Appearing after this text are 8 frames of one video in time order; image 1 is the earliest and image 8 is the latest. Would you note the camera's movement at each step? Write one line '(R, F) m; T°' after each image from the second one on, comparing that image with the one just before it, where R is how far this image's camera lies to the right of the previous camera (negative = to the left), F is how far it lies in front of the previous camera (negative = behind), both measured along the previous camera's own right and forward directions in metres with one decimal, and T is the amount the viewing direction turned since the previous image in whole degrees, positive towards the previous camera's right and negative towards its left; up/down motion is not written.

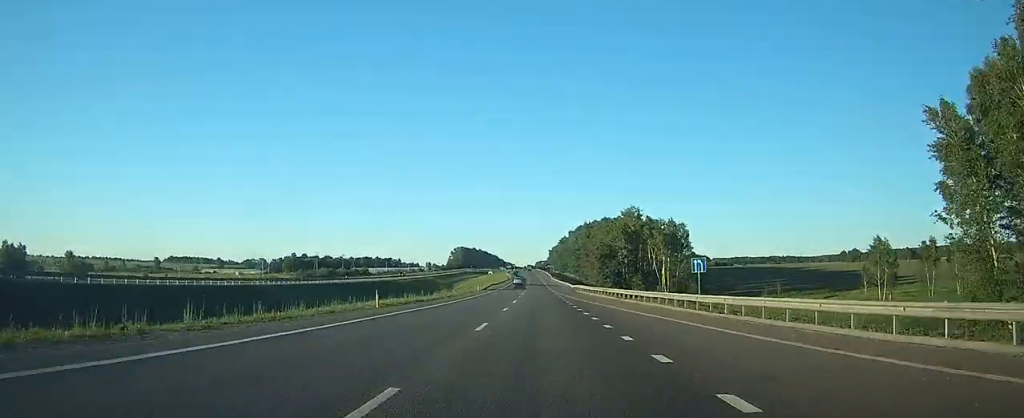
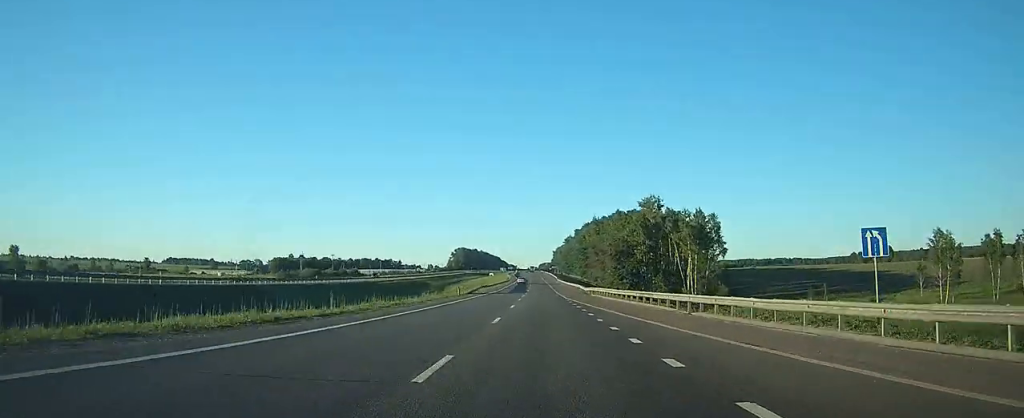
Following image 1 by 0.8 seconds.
(+0.1, +20.4) m; 0°
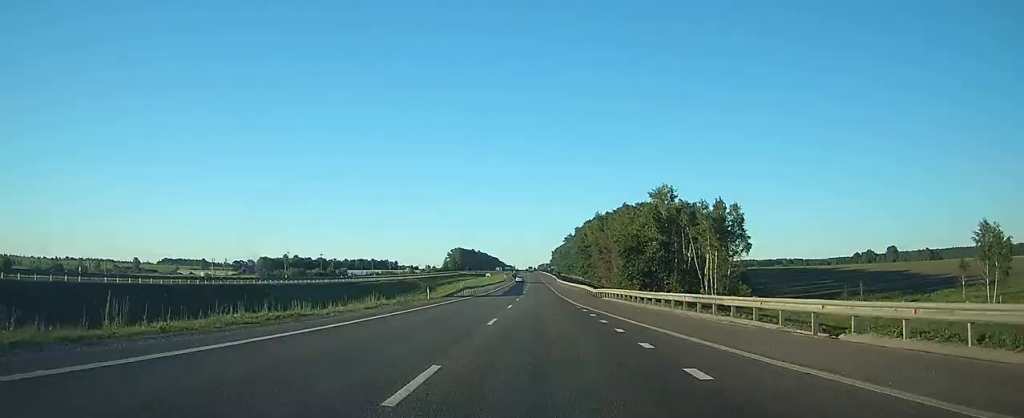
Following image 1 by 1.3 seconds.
(0.0, +13.6) m; 0°
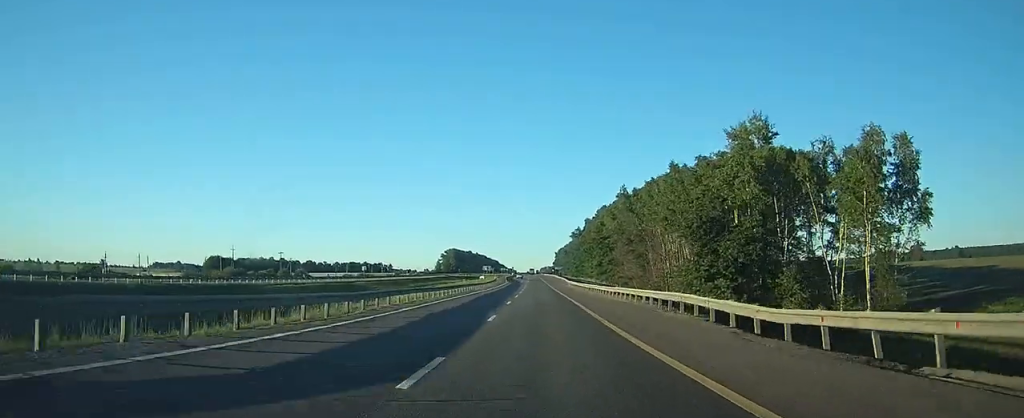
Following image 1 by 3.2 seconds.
(-0.1, +47.2) m; 0°
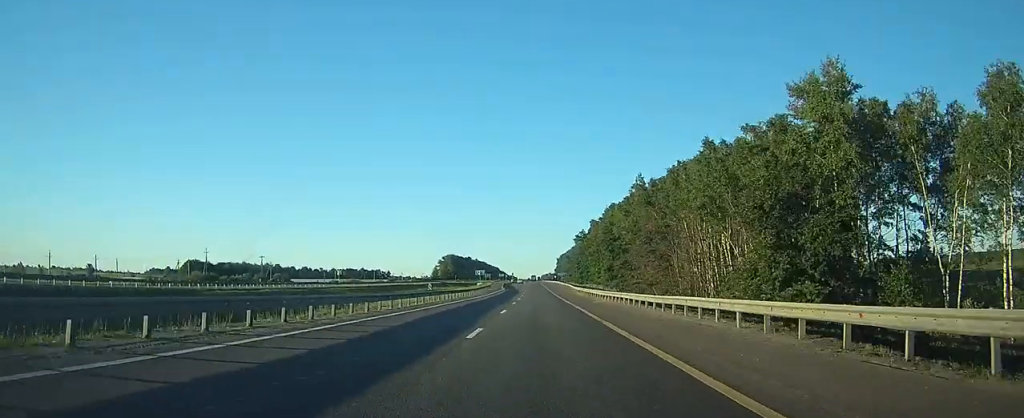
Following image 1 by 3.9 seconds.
(0.0, +17.5) m; 0°
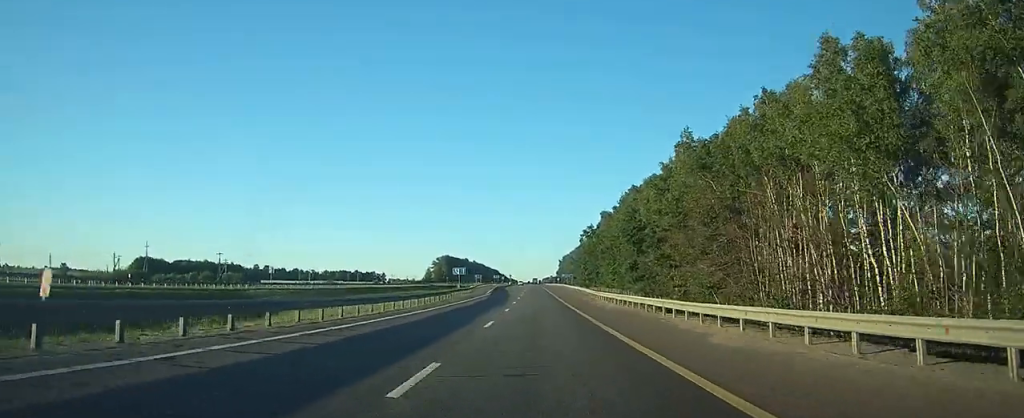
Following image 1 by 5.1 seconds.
(-0.1, +30.7) m; 0°
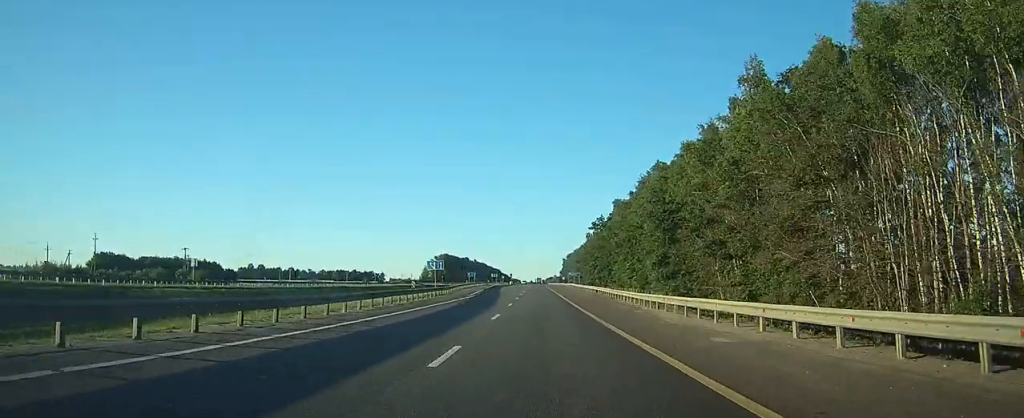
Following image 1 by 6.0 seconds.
(0.0, +21.5) m; 0°
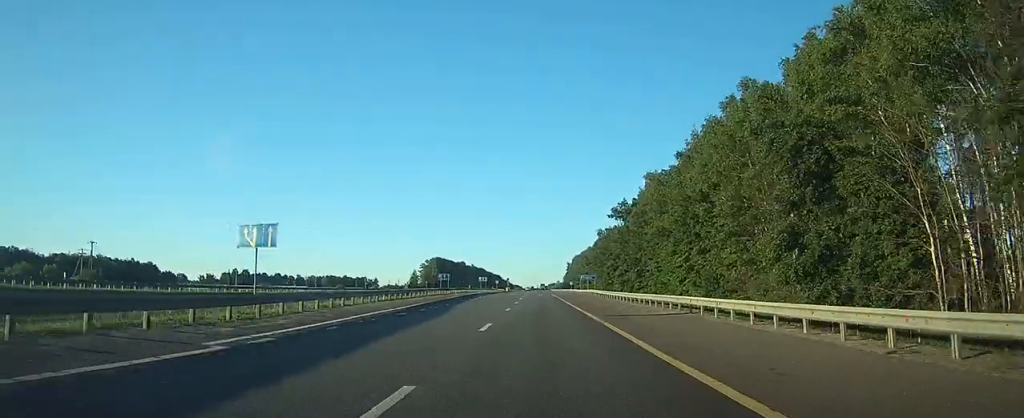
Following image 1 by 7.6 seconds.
(+0.1, +40.3) m; 0°
